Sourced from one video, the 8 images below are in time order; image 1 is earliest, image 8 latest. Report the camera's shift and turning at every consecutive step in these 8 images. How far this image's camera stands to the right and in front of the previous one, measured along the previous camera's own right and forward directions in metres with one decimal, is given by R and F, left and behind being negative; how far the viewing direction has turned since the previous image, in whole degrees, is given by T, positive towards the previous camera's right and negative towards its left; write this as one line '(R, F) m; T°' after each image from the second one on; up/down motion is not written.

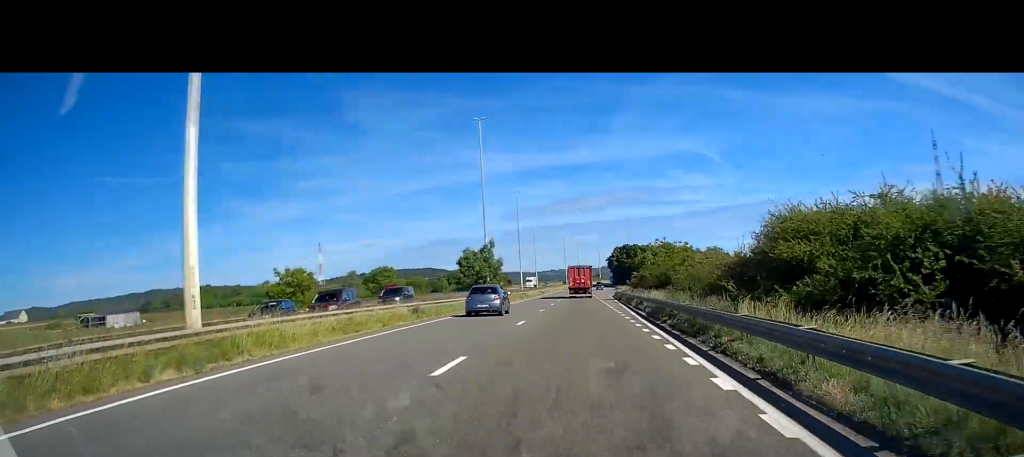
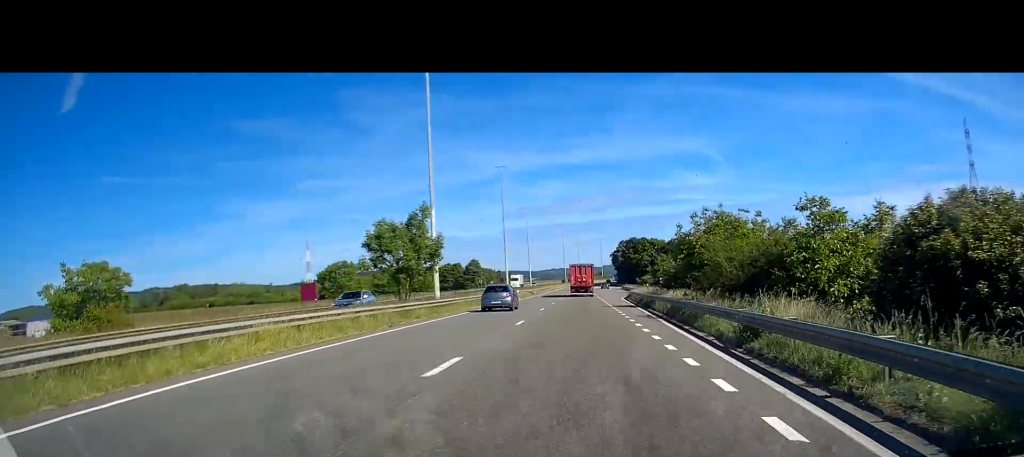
(-0.2, +25.8) m; 0°
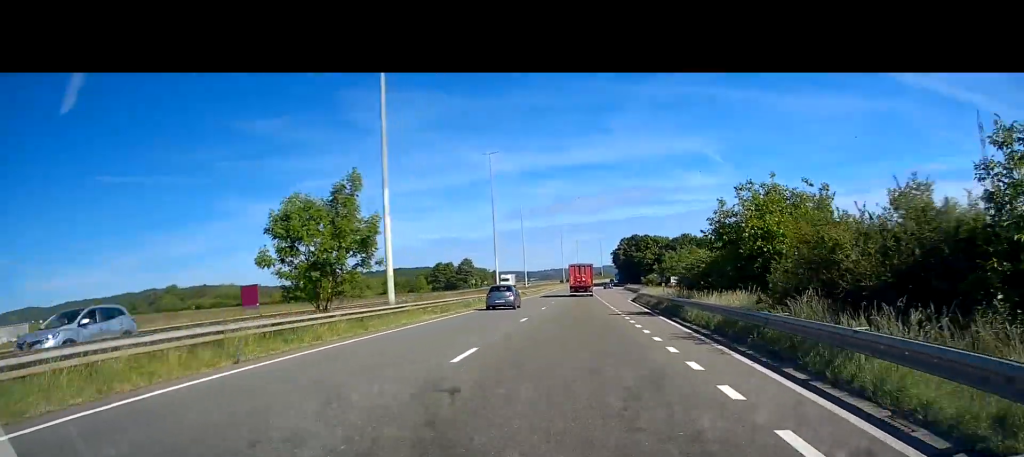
(0.0, +10.8) m; 0°
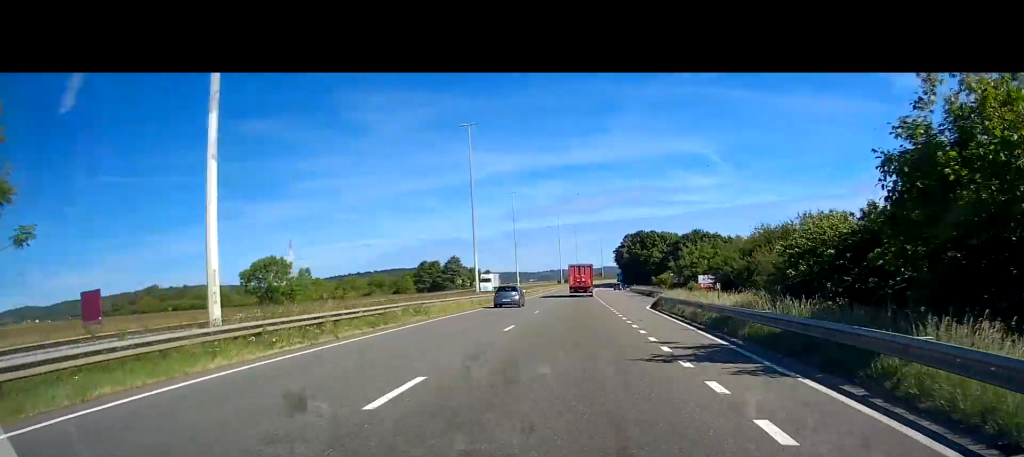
(+0.1, +17.3) m; 0°
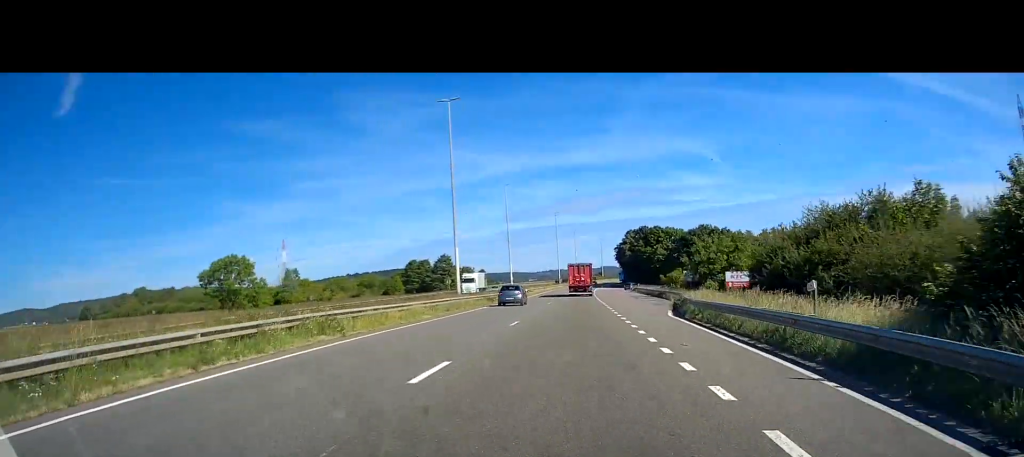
(0.0, +10.7) m; 0°
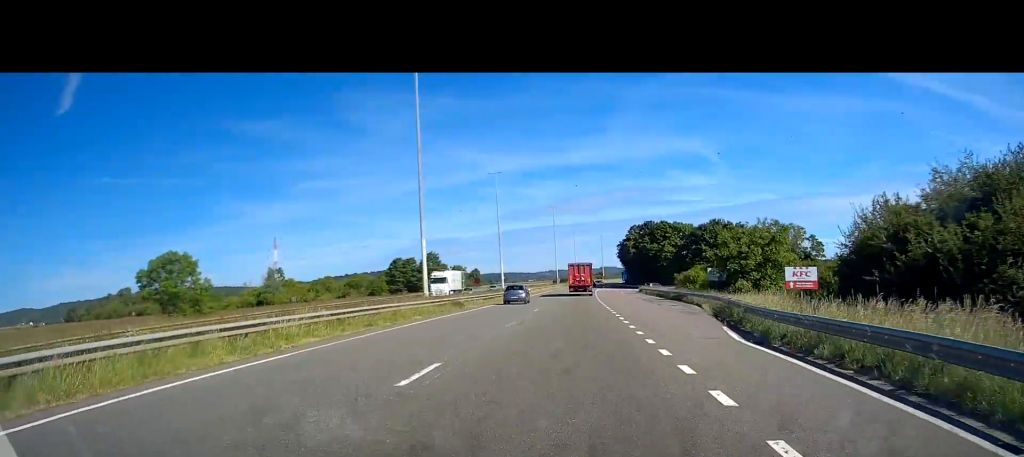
(0.0, +13.1) m; 0°
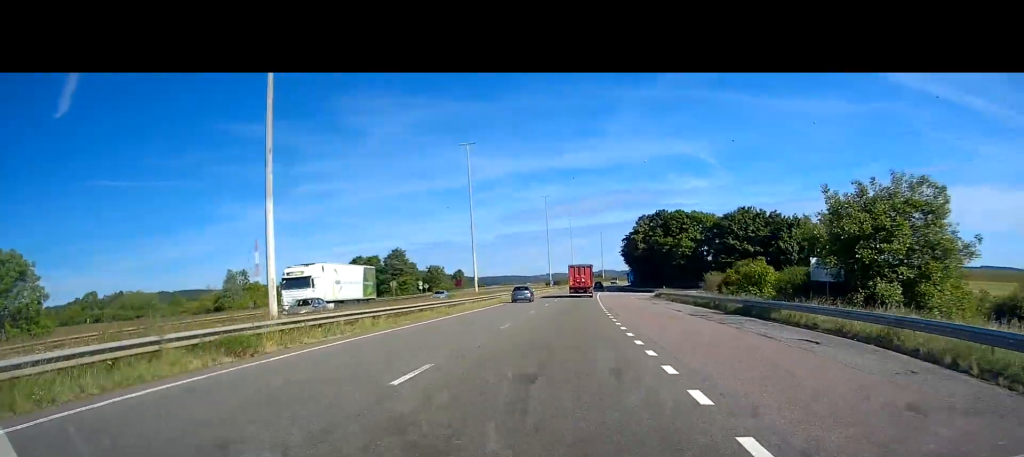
(0.0, +25.3) m; 0°
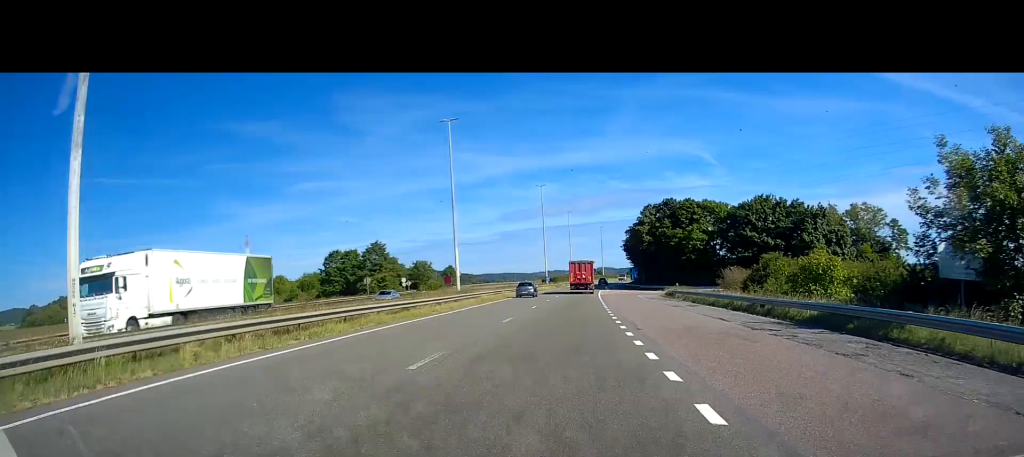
(0.0, +11.4) m; 0°
